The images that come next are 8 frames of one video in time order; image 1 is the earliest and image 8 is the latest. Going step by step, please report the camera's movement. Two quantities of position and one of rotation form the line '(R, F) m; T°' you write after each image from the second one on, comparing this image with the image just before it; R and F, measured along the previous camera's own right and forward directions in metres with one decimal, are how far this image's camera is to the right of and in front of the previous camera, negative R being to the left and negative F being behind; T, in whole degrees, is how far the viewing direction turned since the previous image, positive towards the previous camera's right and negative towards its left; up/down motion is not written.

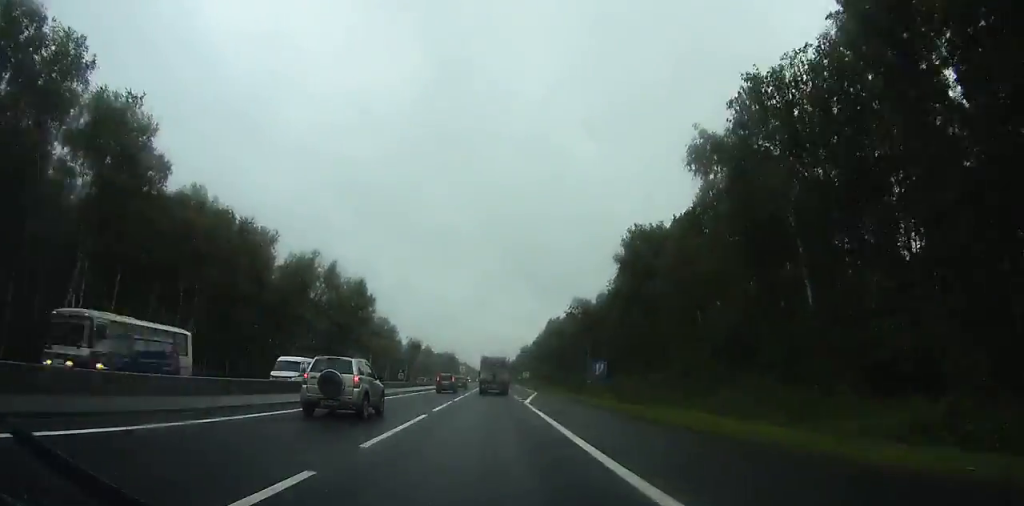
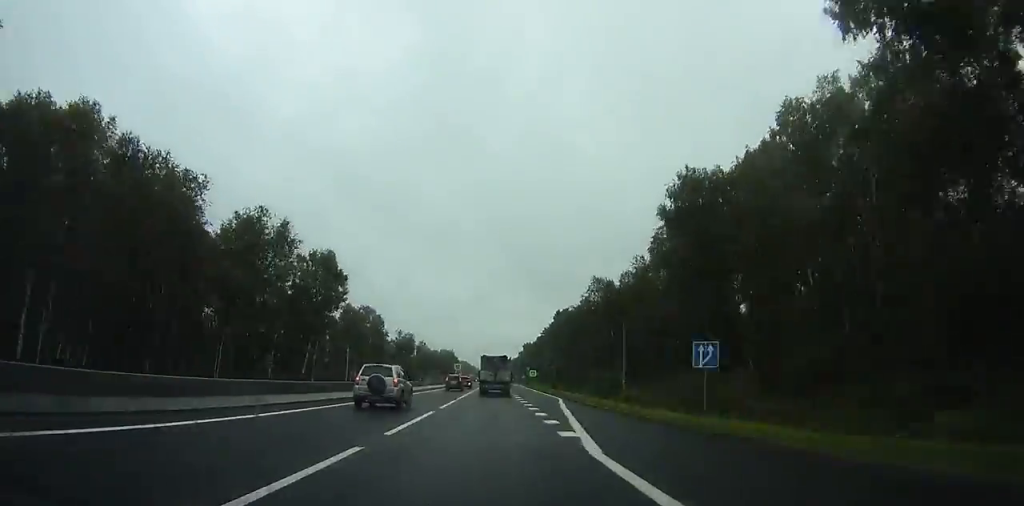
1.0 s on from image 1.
(0.0, +19.7) m; 0°
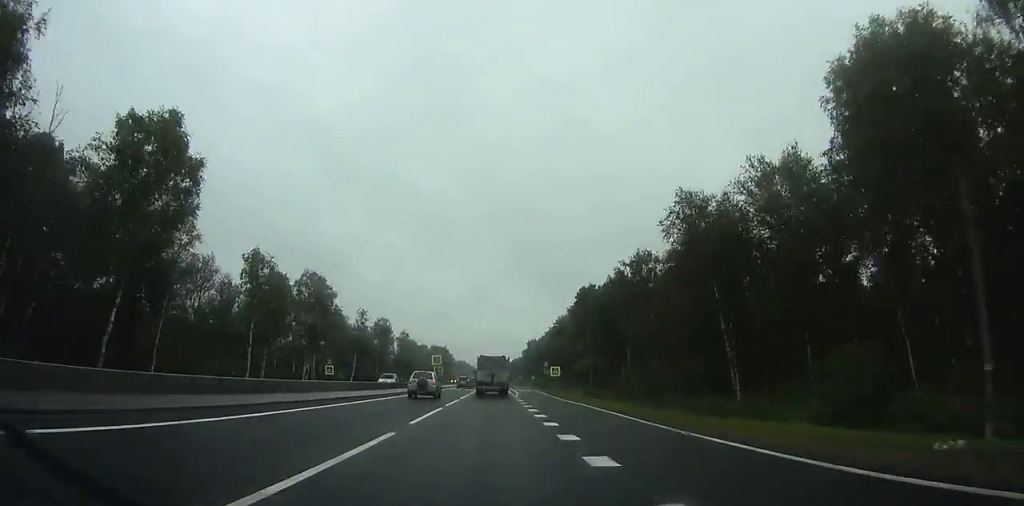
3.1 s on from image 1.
(+0.1, +43.6) m; 0°
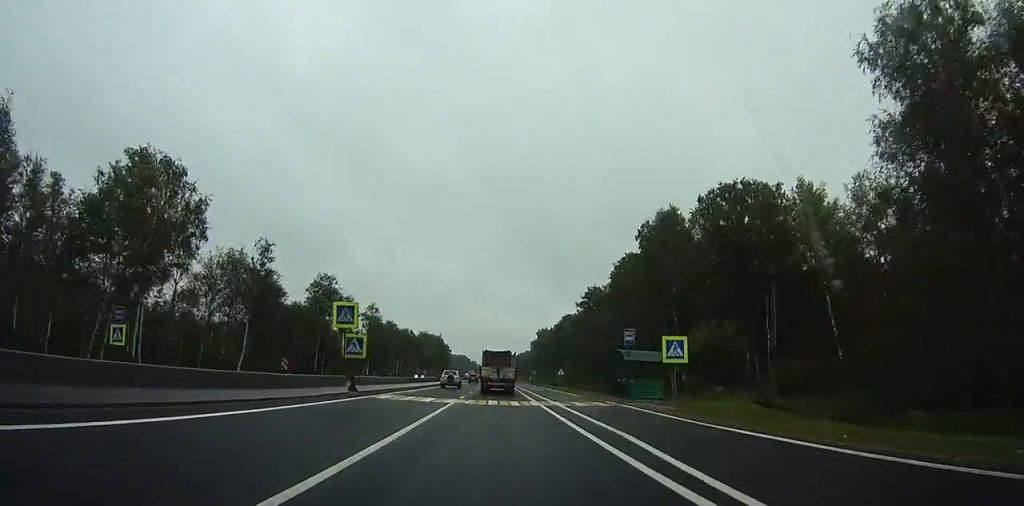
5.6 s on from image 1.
(-0.1, +51.7) m; -1°
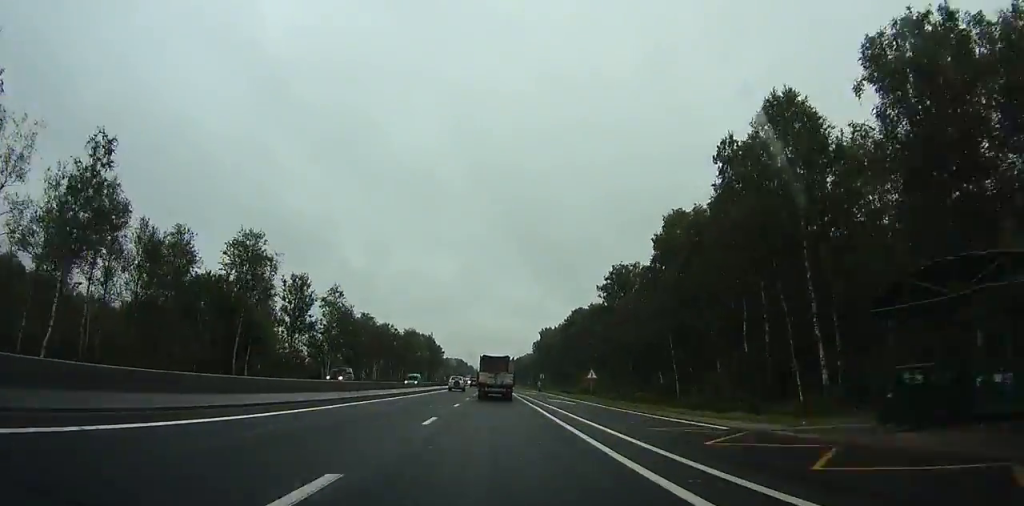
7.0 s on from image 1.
(-0.2, +28.9) m; 0°
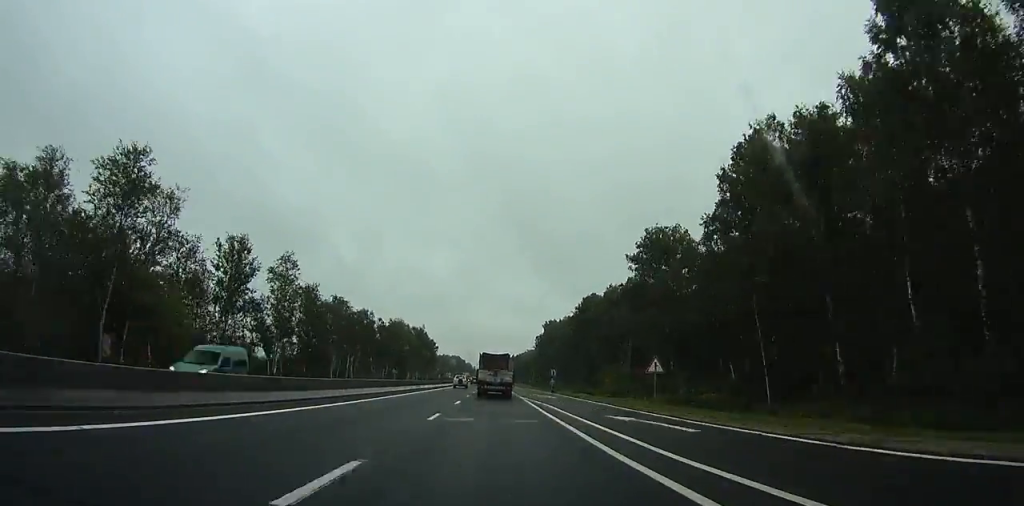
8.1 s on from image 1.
(0.0, +23.5) m; 0°
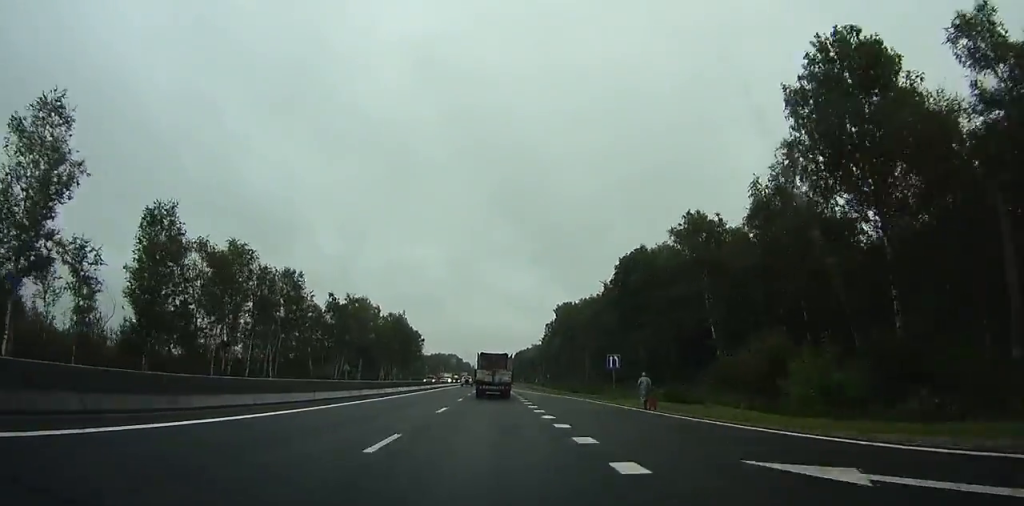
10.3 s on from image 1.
(+0.2, +46.8) m; 0°
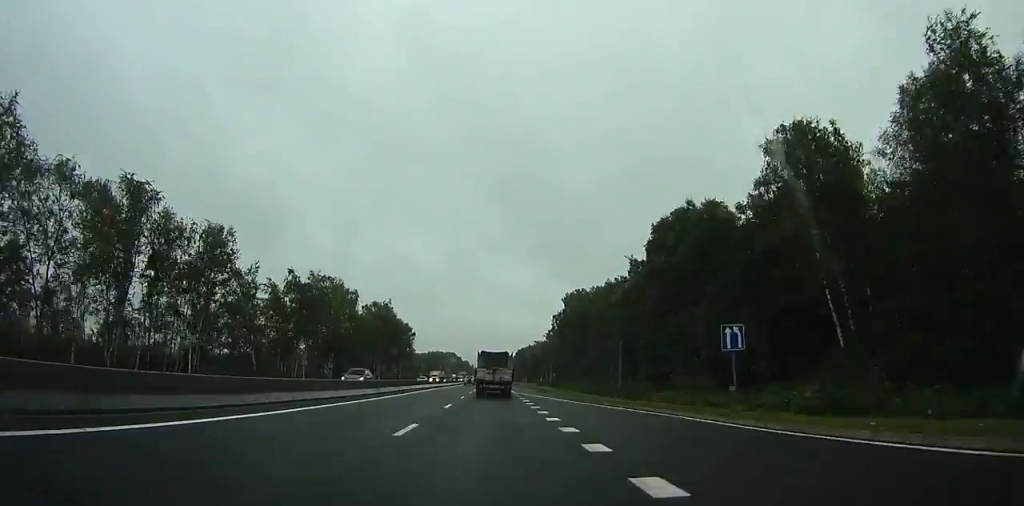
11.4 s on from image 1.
(0.0, +22.6) m; 0°
